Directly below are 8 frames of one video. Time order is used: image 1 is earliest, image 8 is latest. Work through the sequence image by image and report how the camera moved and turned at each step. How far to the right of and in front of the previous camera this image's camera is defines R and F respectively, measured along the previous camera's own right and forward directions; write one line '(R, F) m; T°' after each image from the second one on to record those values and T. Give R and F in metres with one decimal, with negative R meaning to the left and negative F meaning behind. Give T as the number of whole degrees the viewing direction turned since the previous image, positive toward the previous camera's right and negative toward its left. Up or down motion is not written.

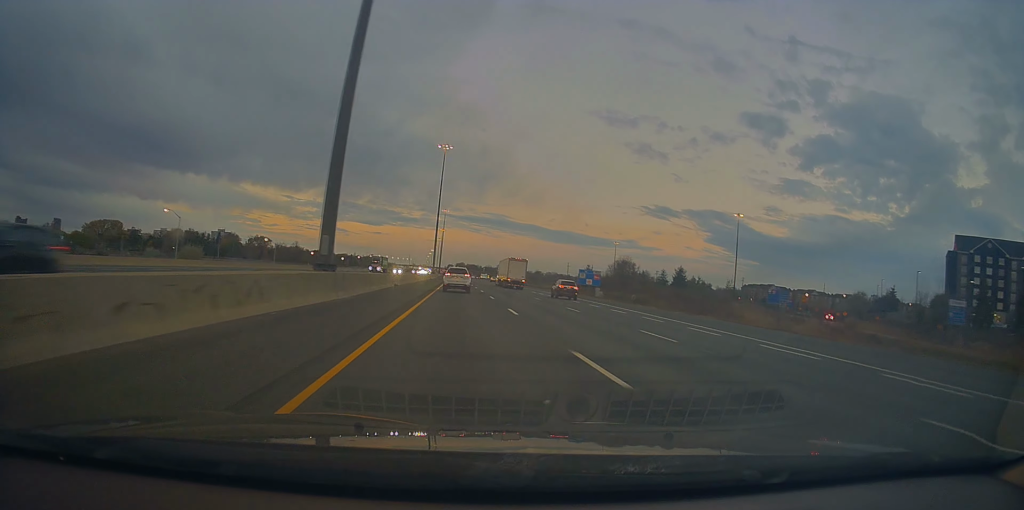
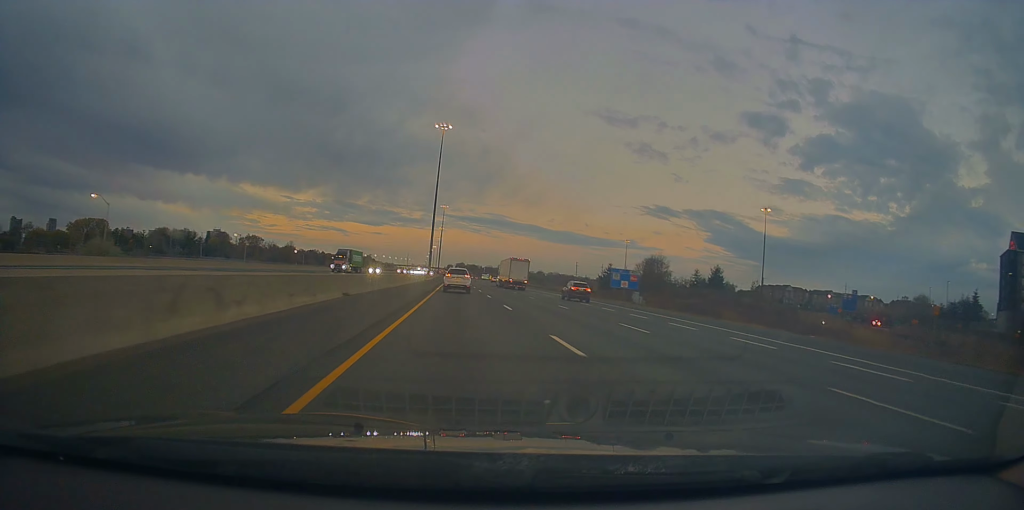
(+0.2, +22.0) m; 0°
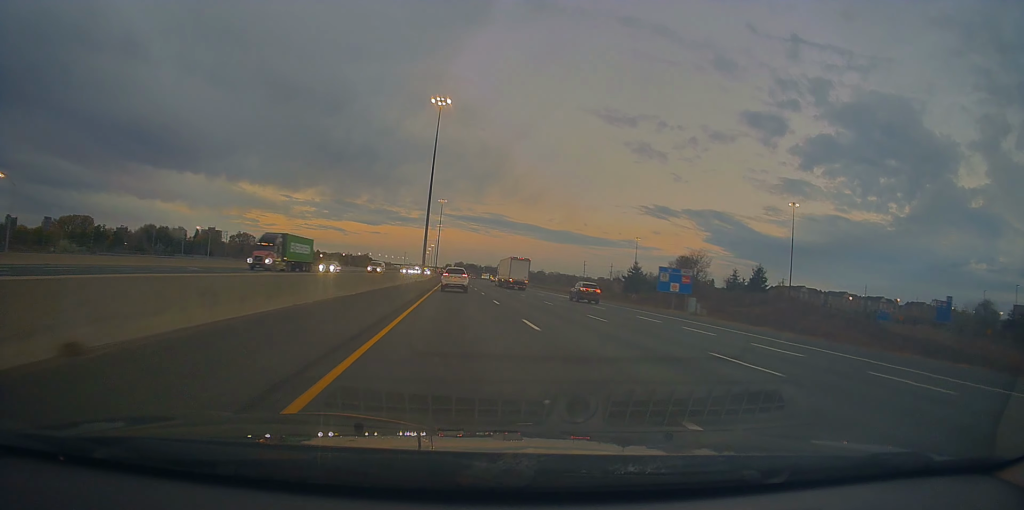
(+0.3, +20.0) m; 0°
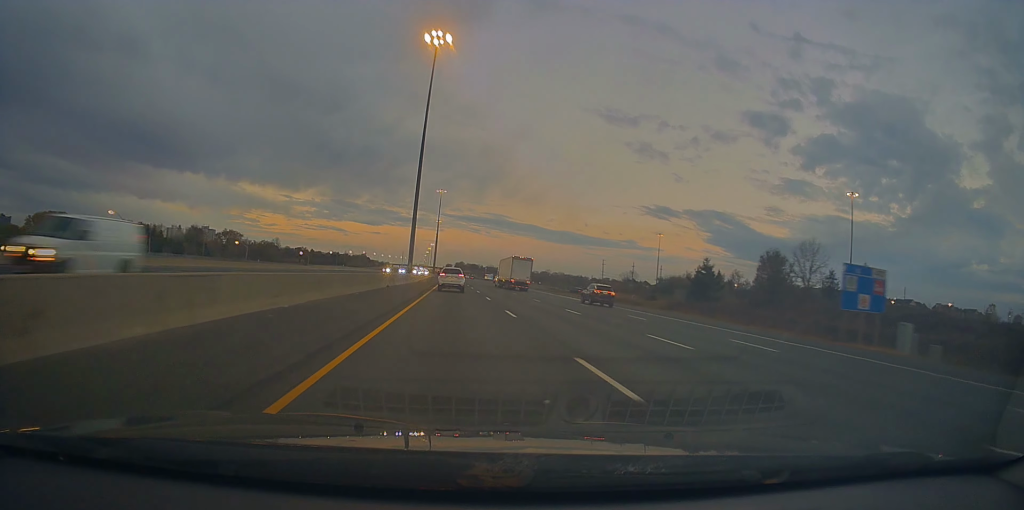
(-0.4, +32.6) m; 0°
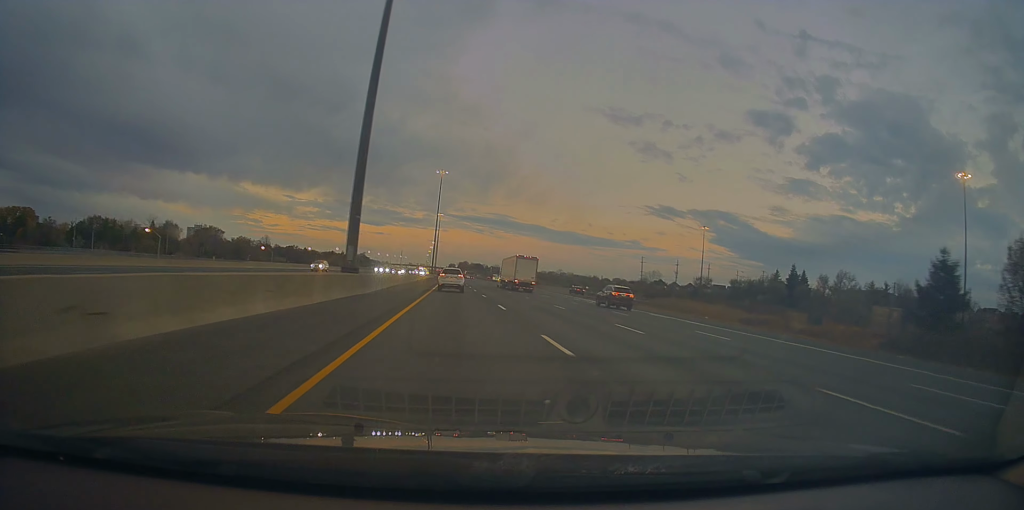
(+0.1, +45.2) m; -1°
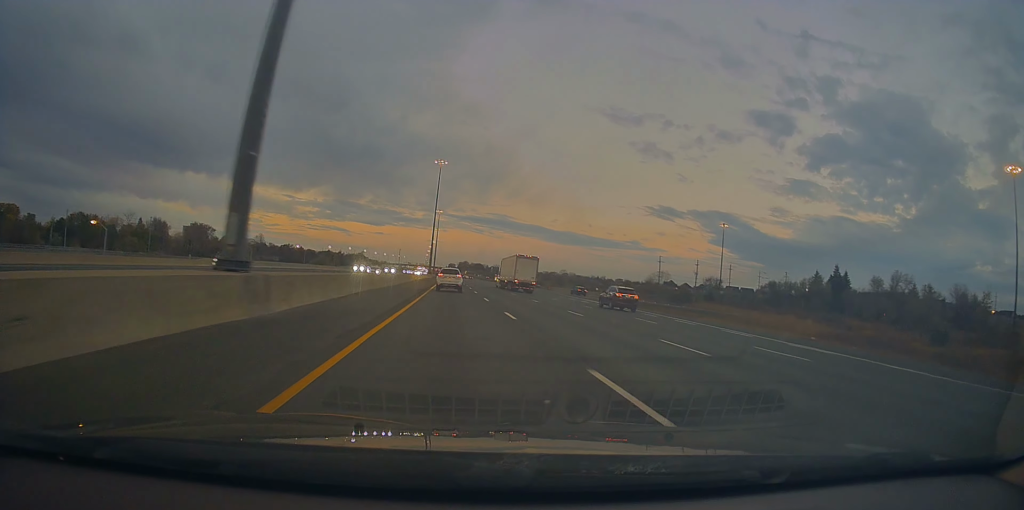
(-0.2, +16.9) m; 0°
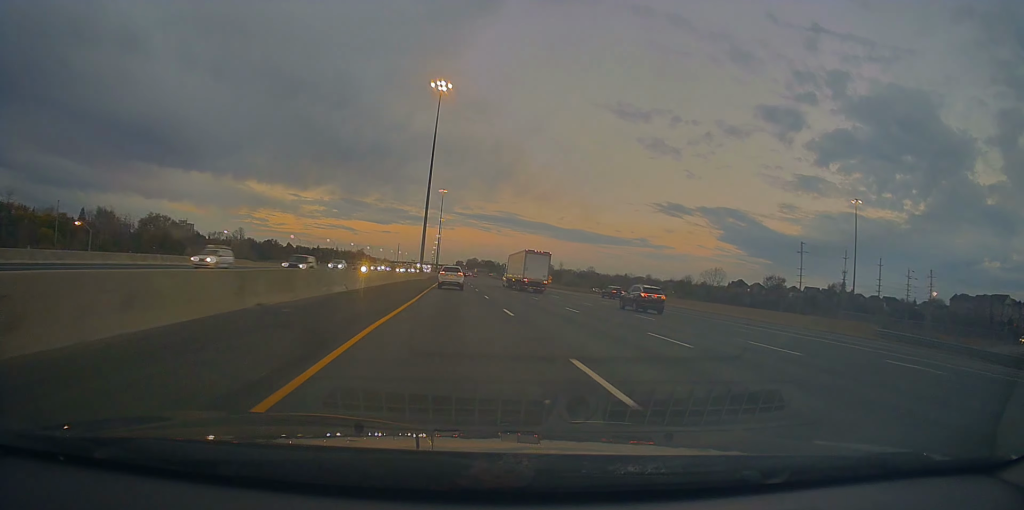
(+1.3, +72.1) m; +1°
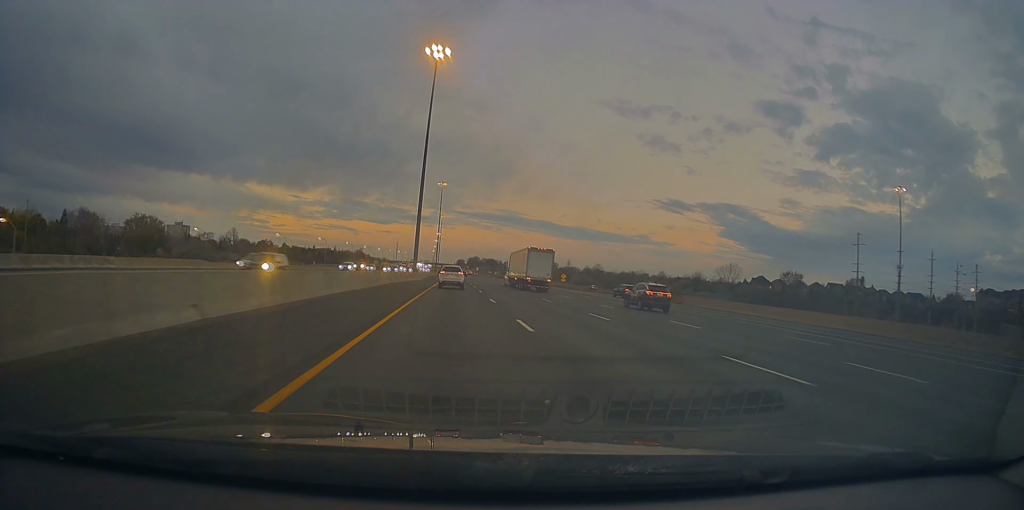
(-0.1, +17.1) m; -1°
